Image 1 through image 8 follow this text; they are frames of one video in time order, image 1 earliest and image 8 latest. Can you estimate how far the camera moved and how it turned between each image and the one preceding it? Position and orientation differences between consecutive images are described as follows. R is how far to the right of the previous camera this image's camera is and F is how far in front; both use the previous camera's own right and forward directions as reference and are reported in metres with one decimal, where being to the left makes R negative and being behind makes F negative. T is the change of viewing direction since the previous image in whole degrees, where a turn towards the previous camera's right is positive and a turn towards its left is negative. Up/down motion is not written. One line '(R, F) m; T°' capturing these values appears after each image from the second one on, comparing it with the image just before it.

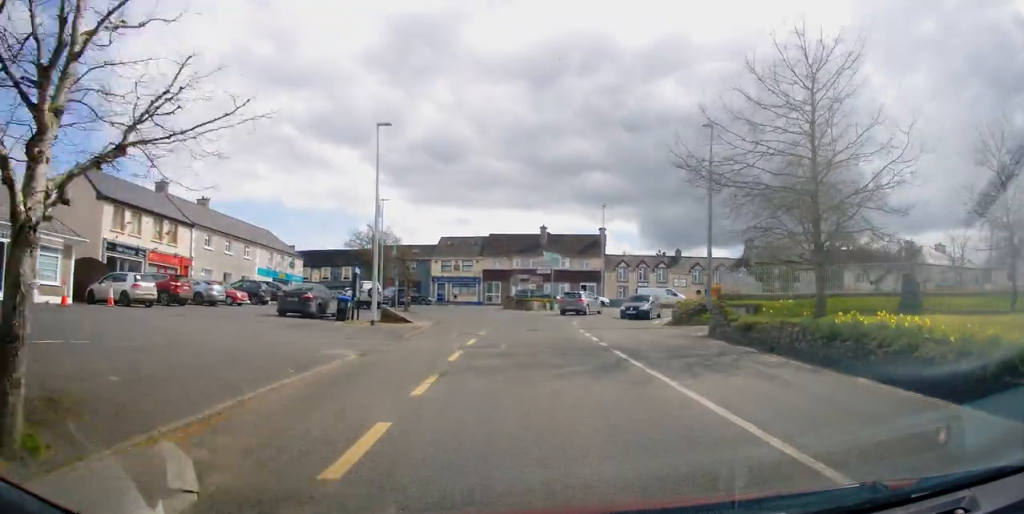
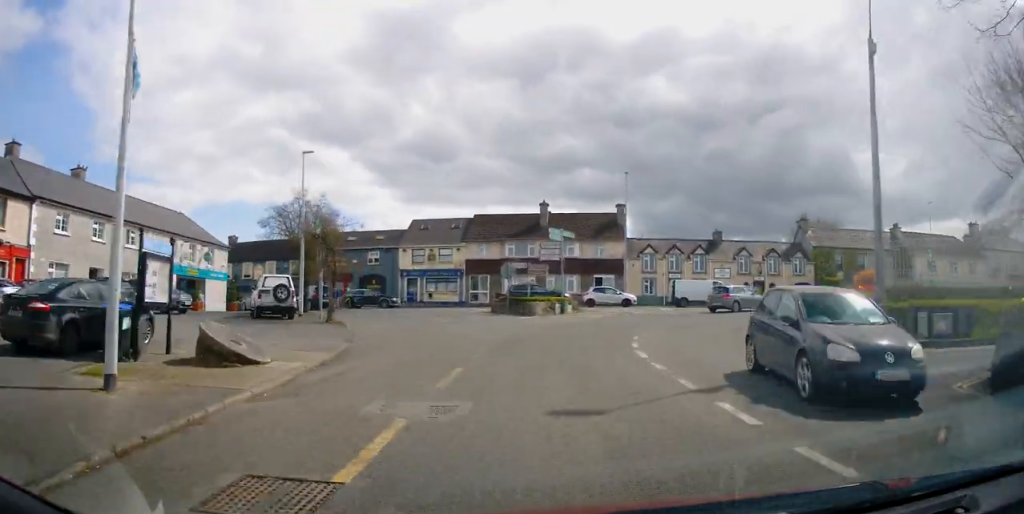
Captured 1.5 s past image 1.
(+0.2, +15.7) m; +2°
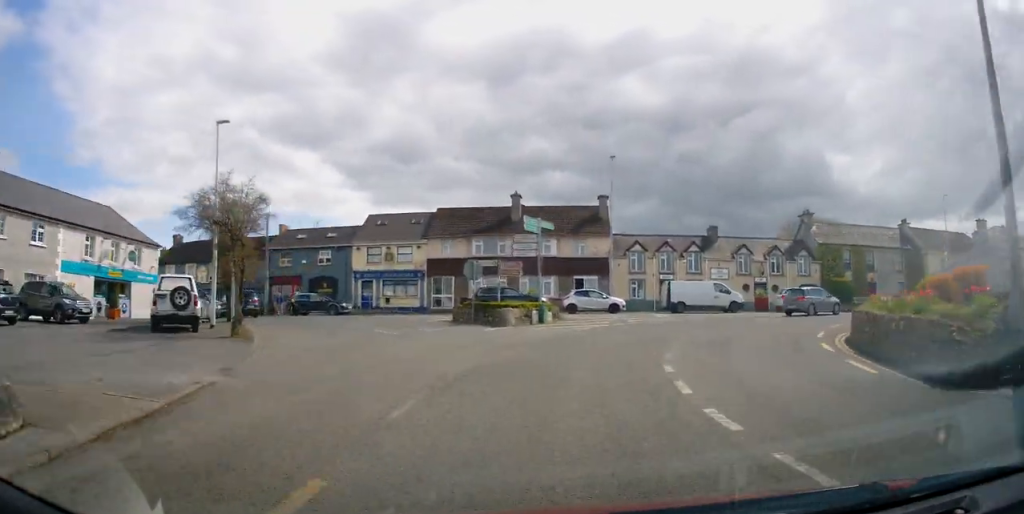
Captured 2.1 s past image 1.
(0.0, +6.2) m; +3°
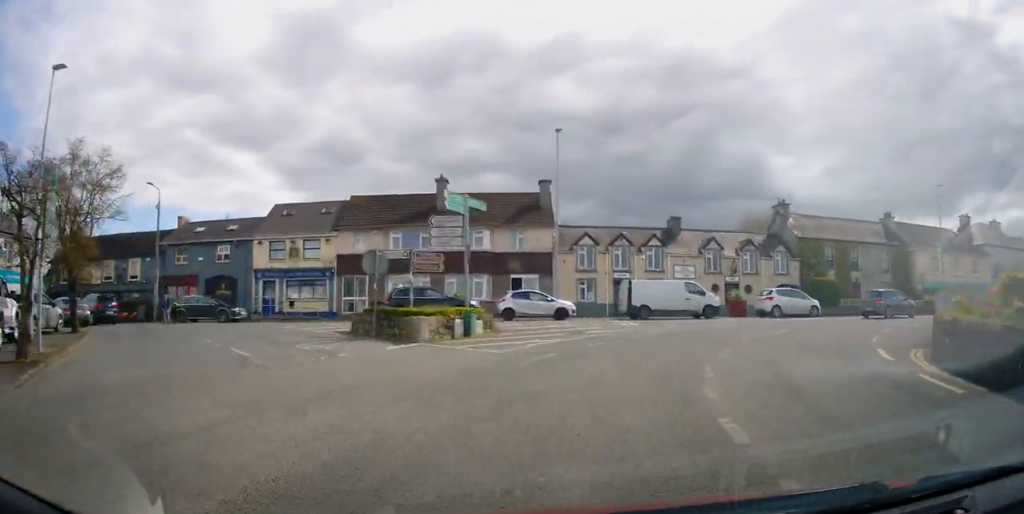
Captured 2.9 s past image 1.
(+0.3, +7.2) m; +5°
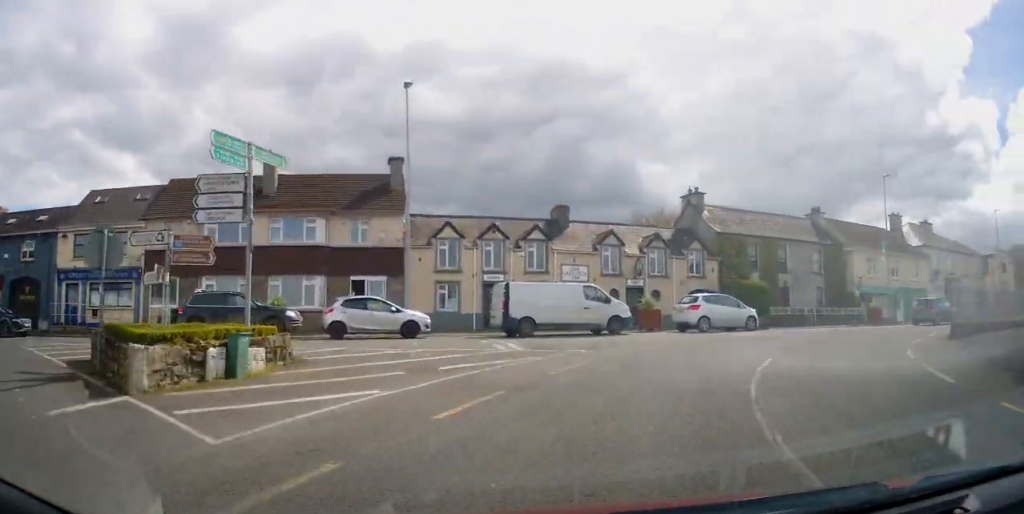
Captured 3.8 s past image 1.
(+0.5, +8.3) m; +9°
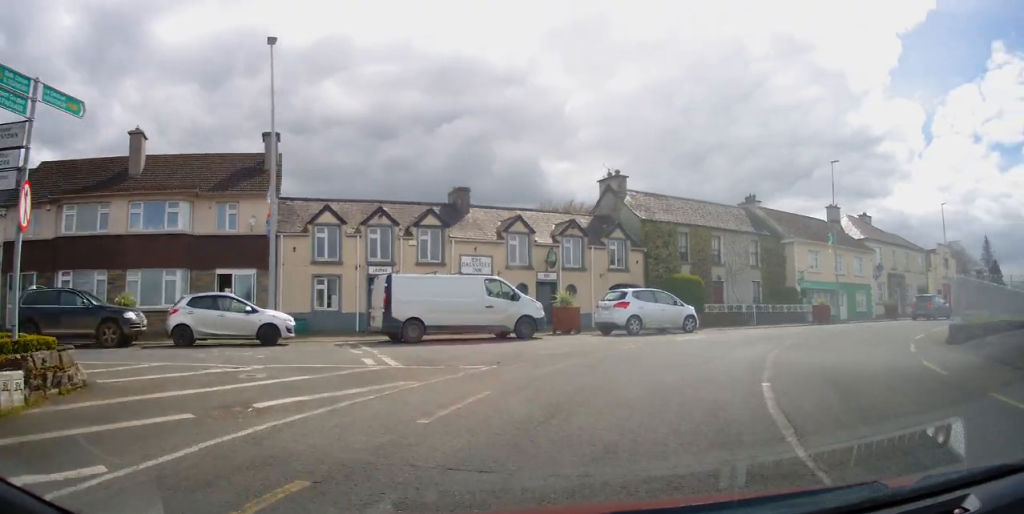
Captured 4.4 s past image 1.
(+0.4, +4.4) m; +9°
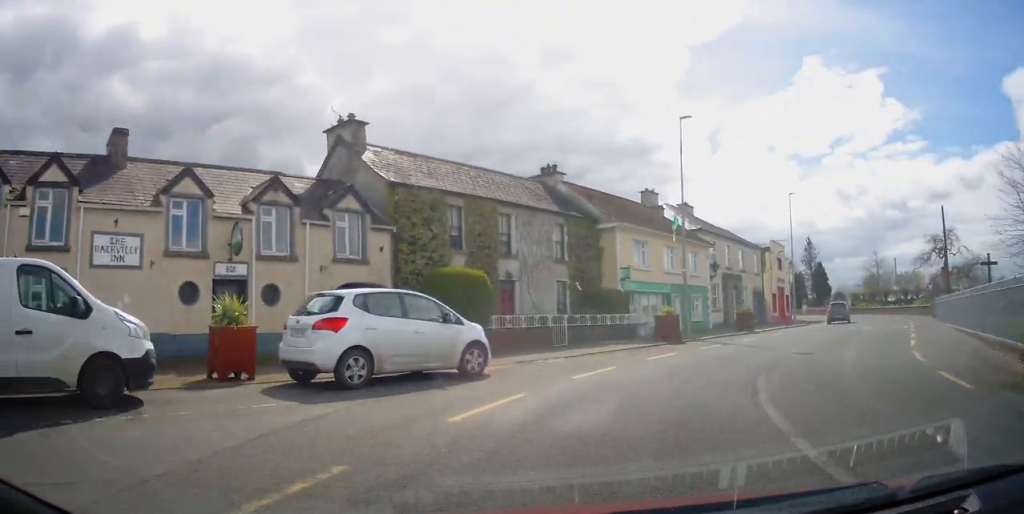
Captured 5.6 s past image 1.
(+1.8, +10.3) m; +31°
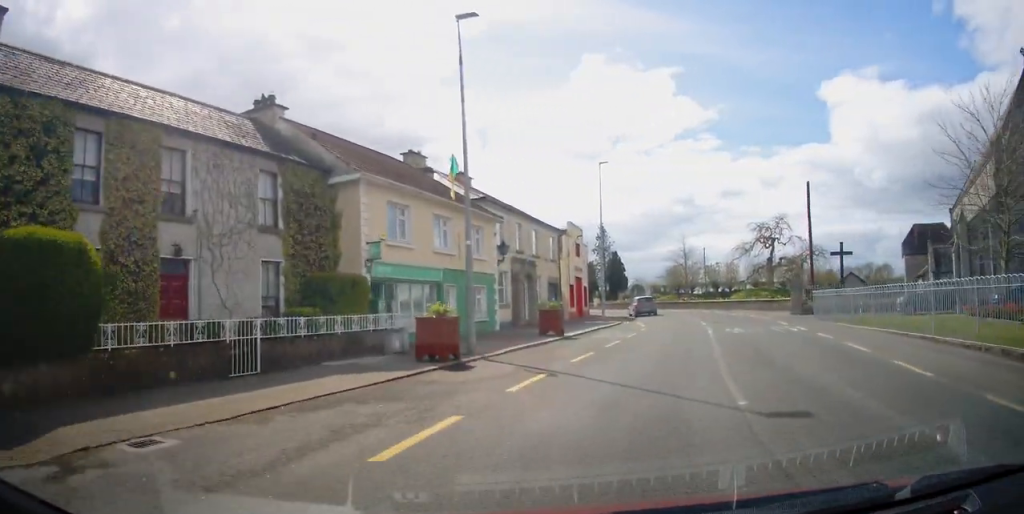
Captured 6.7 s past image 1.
(+2.7, +8.6) m; +21°
